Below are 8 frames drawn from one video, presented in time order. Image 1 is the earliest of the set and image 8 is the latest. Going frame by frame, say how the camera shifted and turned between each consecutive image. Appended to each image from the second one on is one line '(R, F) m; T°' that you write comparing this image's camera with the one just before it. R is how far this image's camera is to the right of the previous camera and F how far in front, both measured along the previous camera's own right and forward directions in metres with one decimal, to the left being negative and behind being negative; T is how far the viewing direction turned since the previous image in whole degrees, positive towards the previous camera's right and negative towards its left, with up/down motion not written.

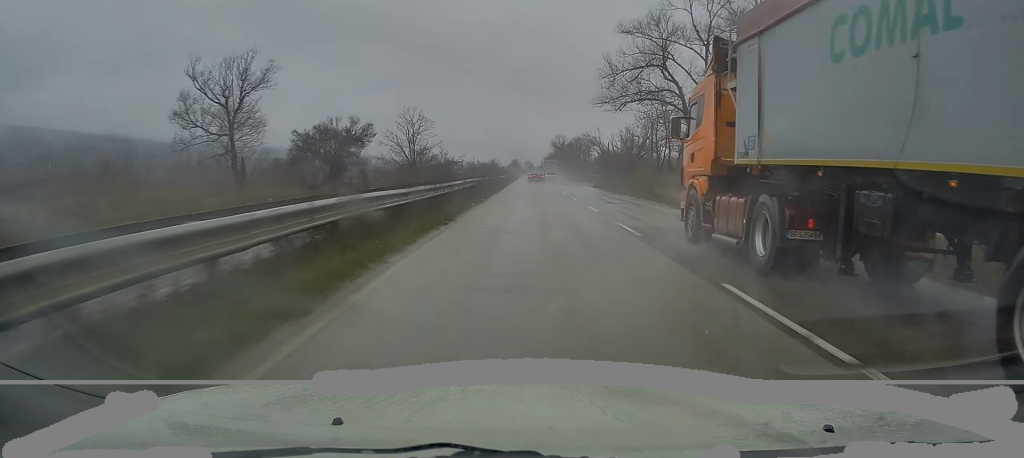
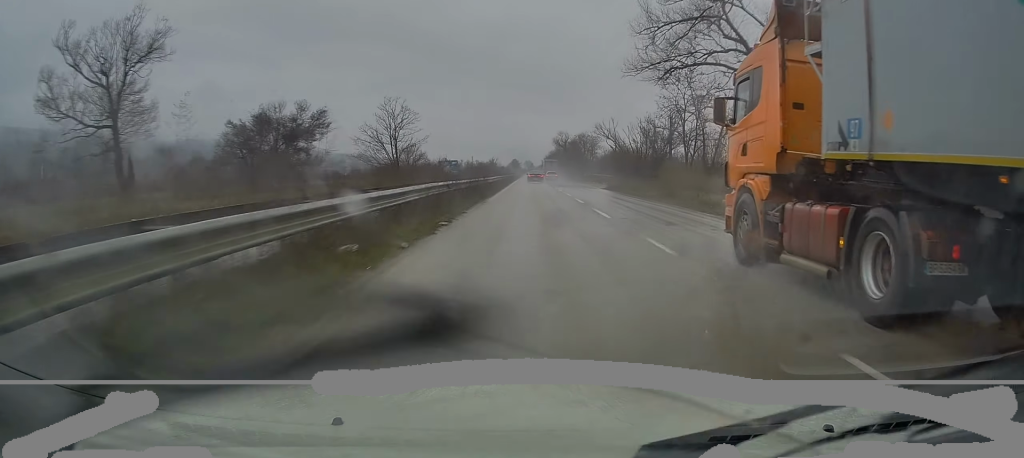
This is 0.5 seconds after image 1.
(-0.2, +11.9) m; 0°
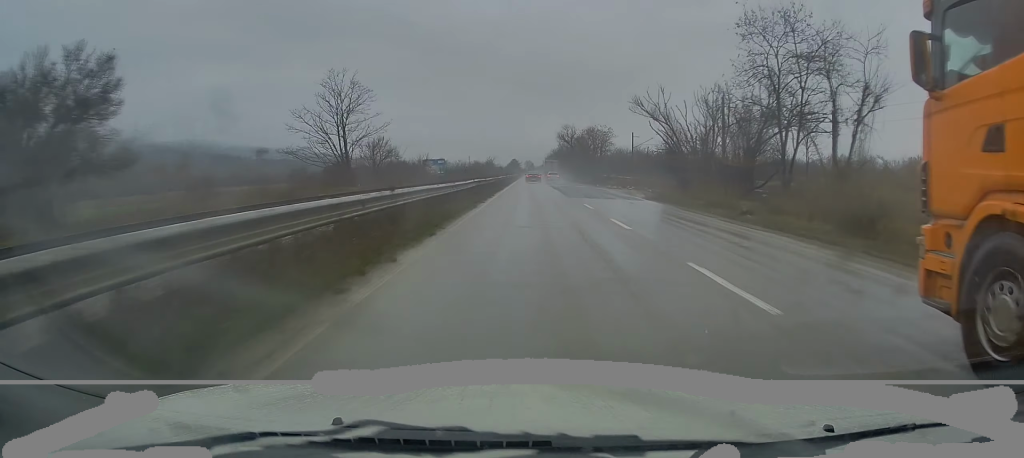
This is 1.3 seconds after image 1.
(+0.2, +21.6) m; +1°
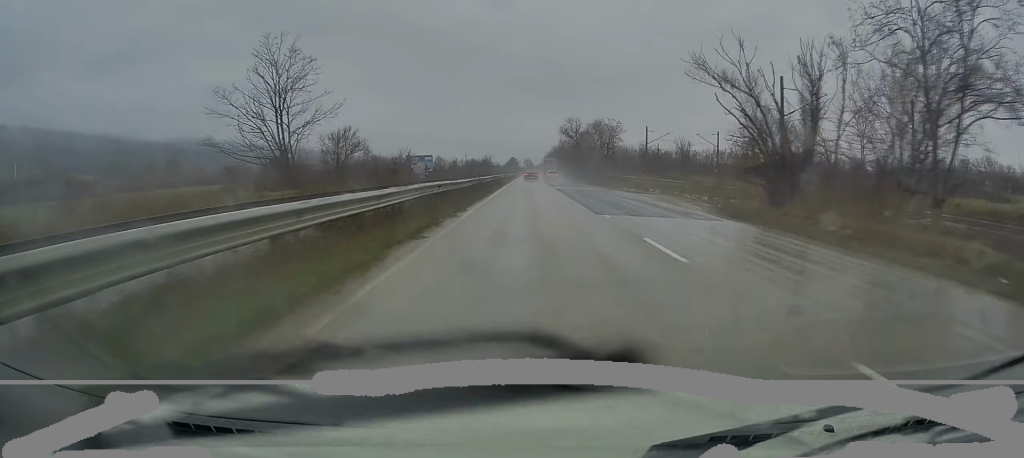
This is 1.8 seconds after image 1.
(0.0, +14.0) m; 0°
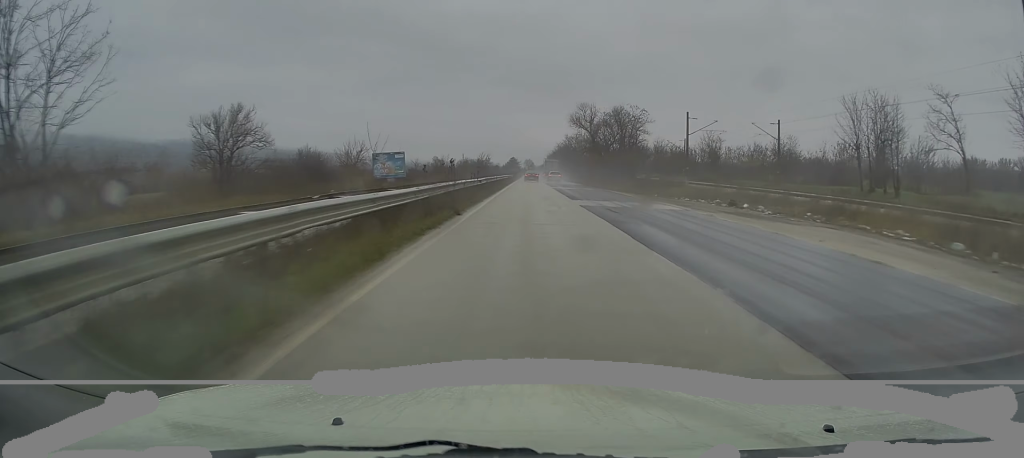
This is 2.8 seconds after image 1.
(0.0, +24.7) m; 0°
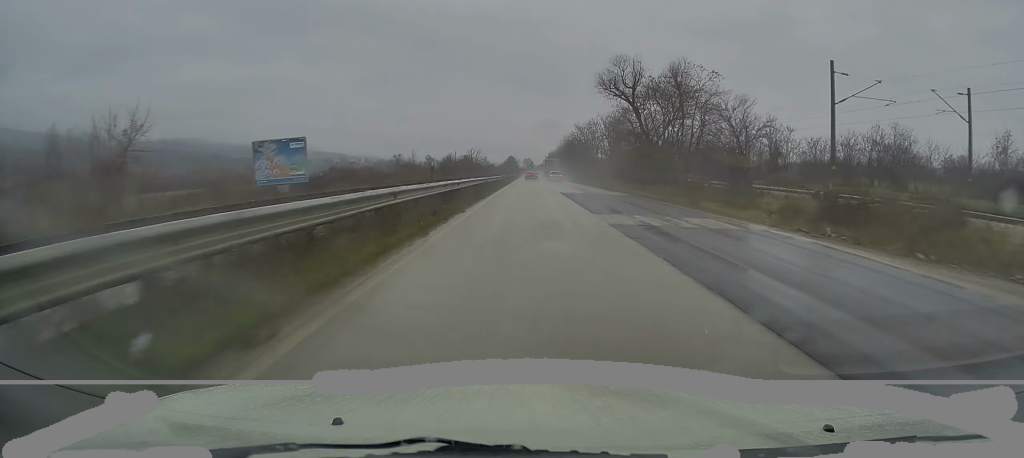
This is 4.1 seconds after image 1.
(-0.2, +36.5) m; 0°
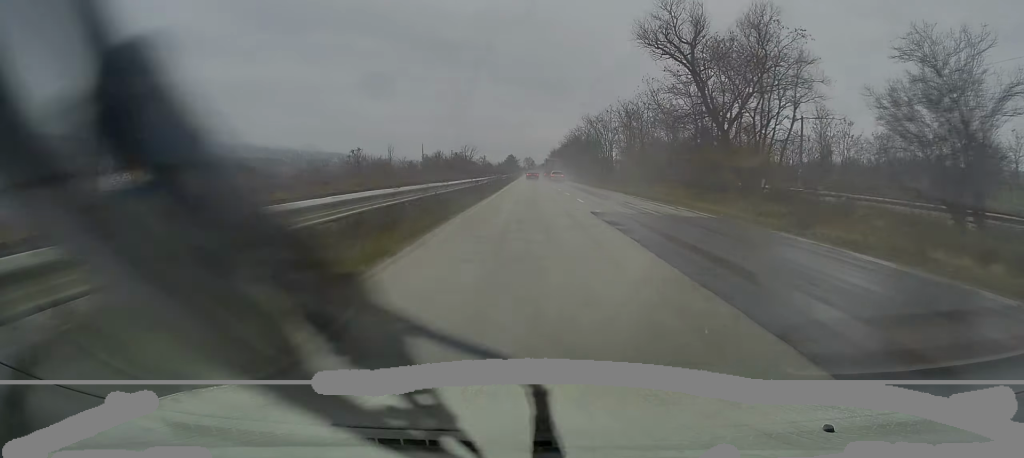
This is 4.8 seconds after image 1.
(0.0, +18.8) m; 0°
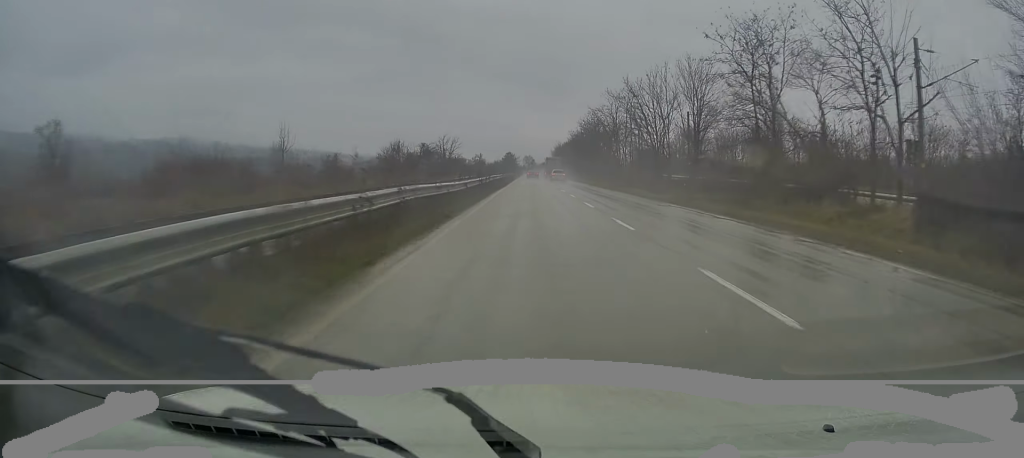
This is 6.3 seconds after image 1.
(+0.4, +39.8) m; 0°
